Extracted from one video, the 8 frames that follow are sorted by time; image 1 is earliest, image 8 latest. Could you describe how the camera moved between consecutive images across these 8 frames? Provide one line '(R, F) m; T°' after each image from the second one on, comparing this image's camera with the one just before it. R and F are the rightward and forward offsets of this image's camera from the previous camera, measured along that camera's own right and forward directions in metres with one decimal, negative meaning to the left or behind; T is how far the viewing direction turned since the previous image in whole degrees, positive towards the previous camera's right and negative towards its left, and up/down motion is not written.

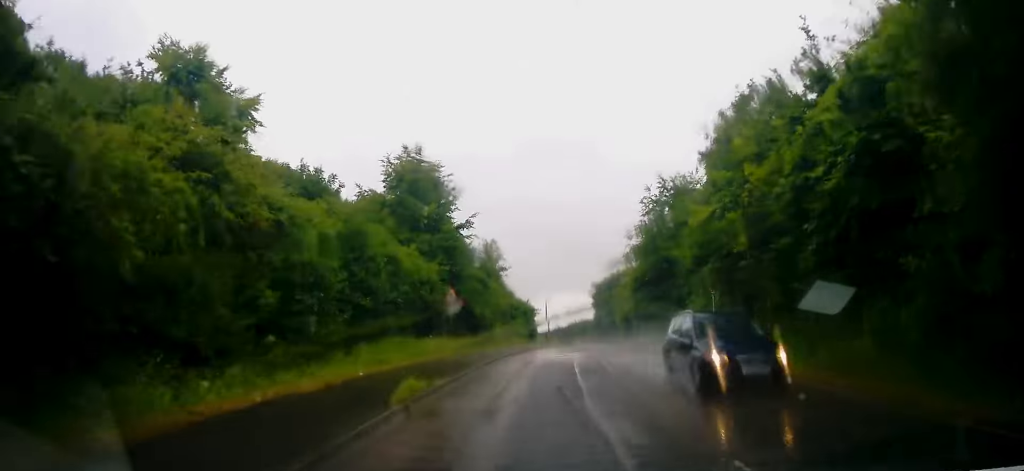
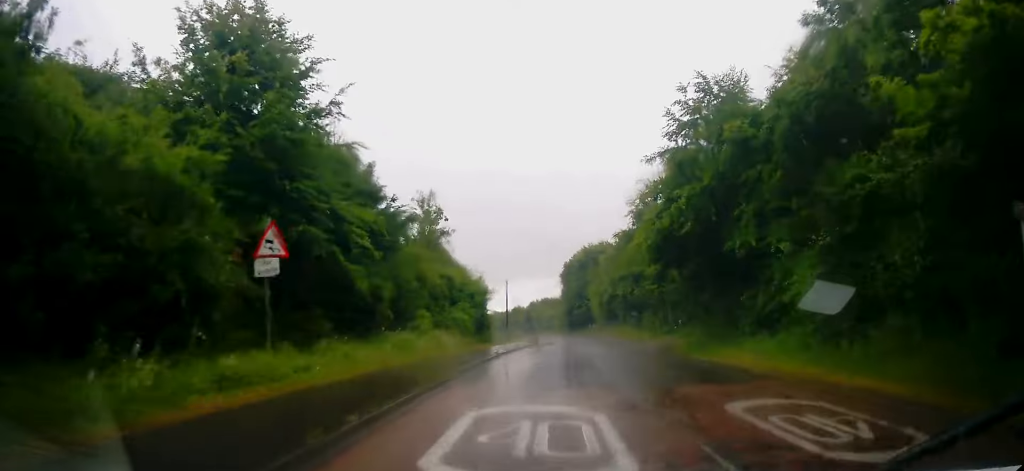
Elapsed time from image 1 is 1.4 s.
(+0.3, +18.5) m; +2°
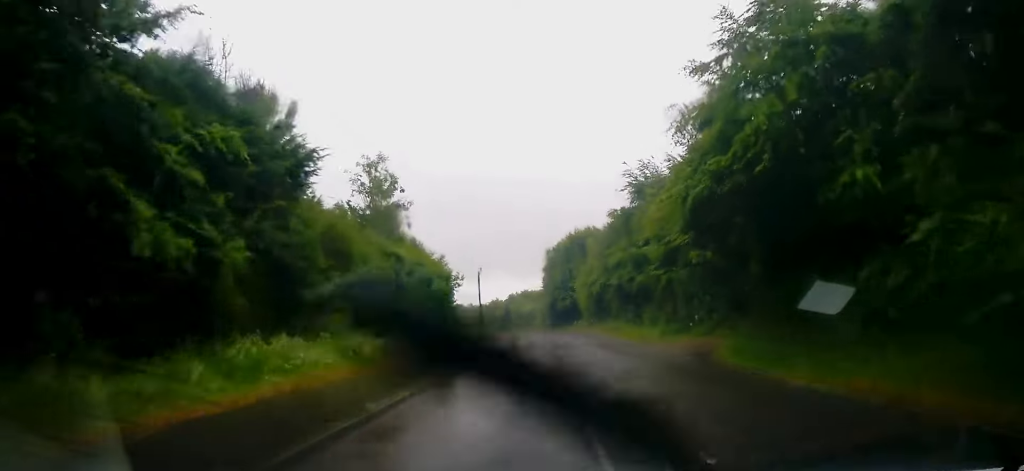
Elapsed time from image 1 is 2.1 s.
(+0.3, +9.4) m; +2°
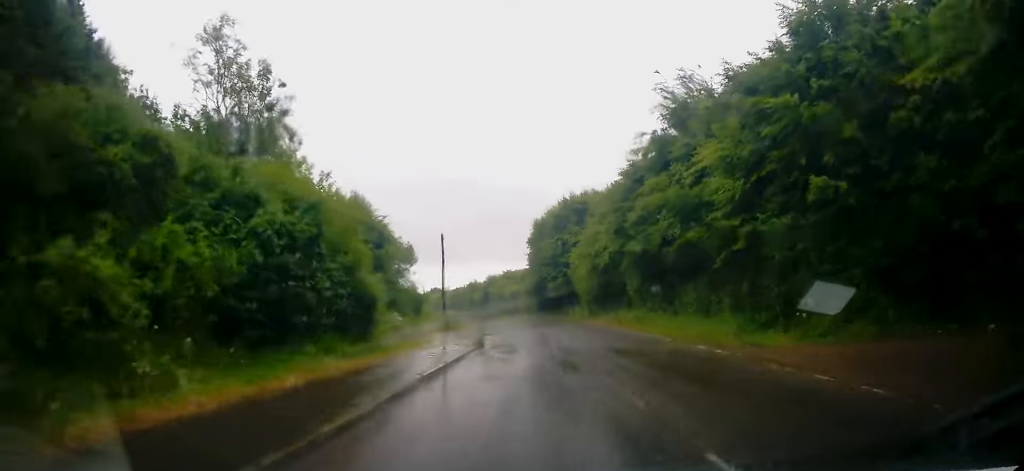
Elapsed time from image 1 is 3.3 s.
(+0.5, +16.4) m; +2°
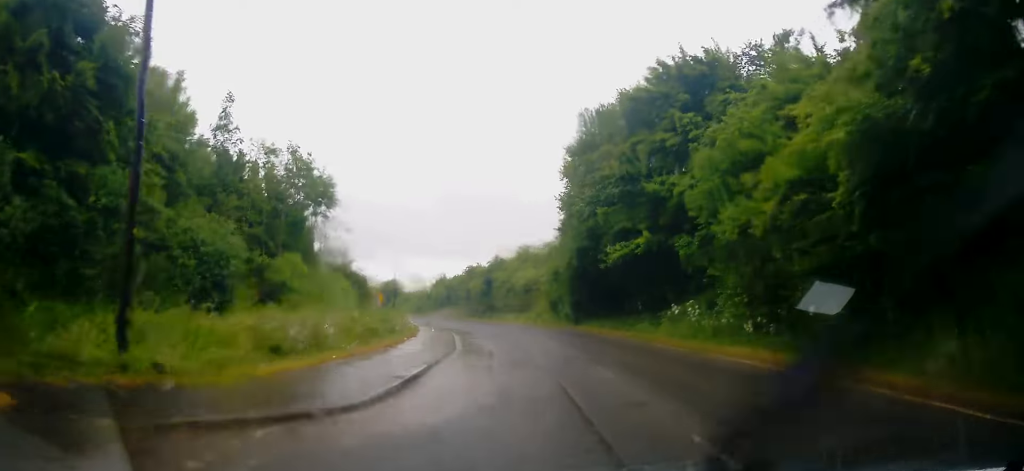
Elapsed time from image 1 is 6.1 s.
(-0.4, +37.4) m; -3°
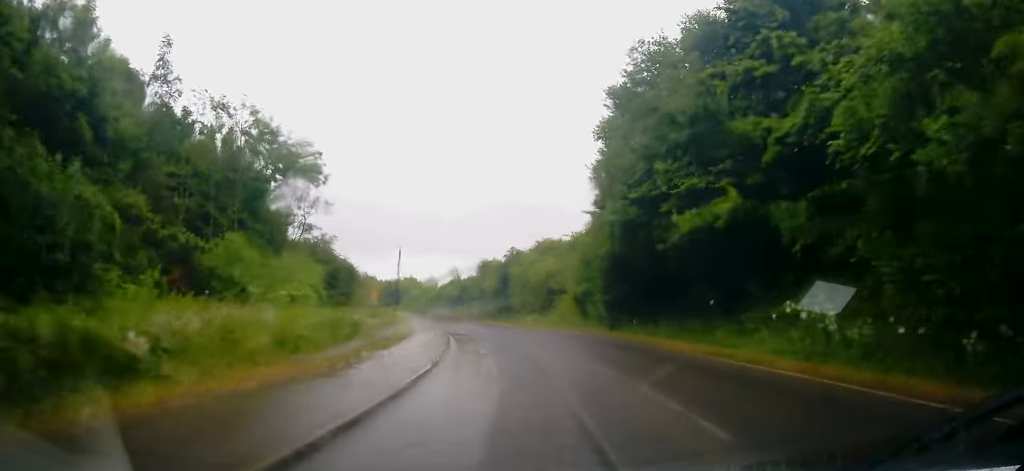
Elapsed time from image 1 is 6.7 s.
(-0.1, +8.3) m; -1°
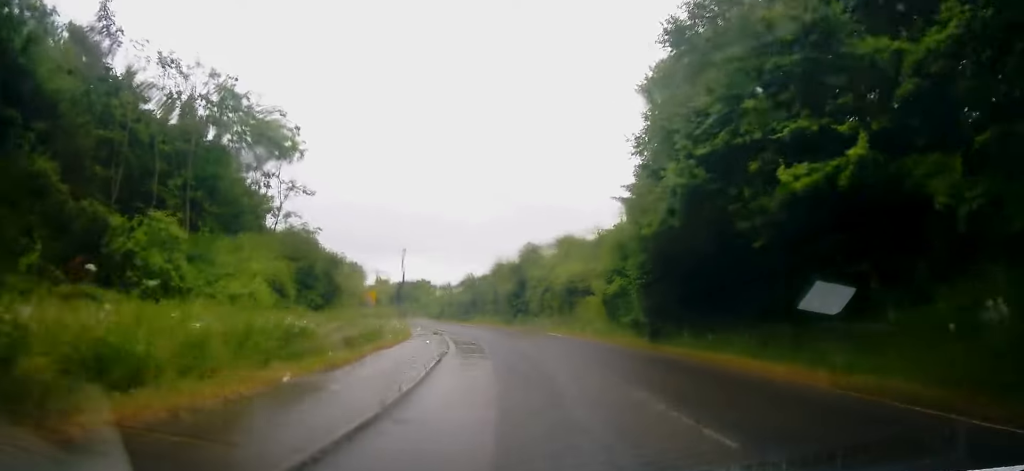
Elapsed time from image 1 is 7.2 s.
(0.0, +6.0) m; -1°
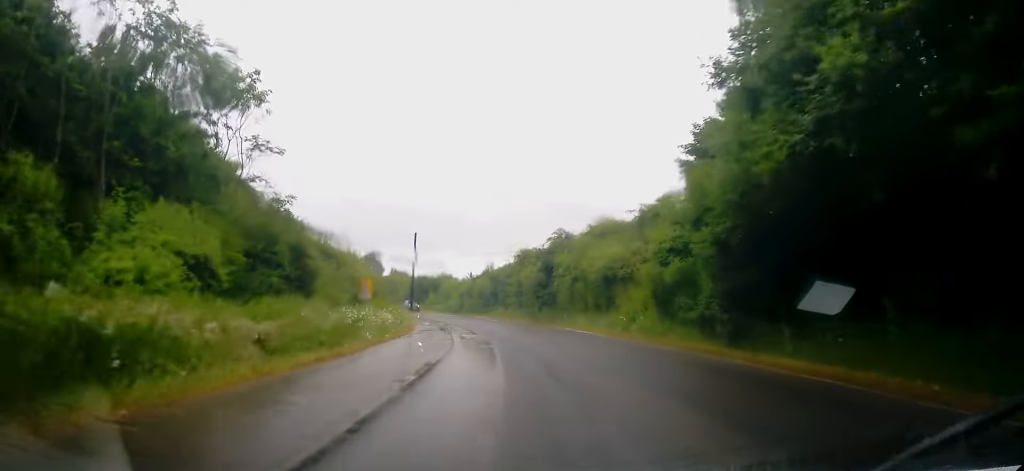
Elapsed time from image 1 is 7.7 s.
(0.0, +6.9) m; -2°
